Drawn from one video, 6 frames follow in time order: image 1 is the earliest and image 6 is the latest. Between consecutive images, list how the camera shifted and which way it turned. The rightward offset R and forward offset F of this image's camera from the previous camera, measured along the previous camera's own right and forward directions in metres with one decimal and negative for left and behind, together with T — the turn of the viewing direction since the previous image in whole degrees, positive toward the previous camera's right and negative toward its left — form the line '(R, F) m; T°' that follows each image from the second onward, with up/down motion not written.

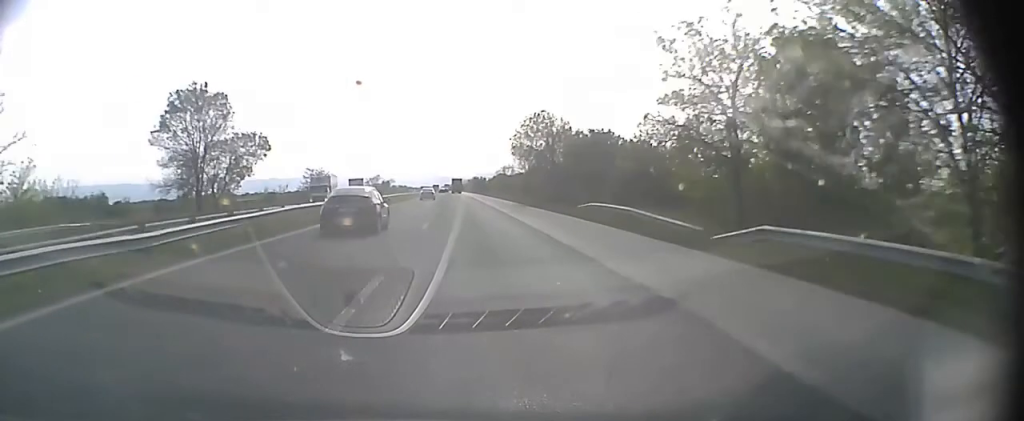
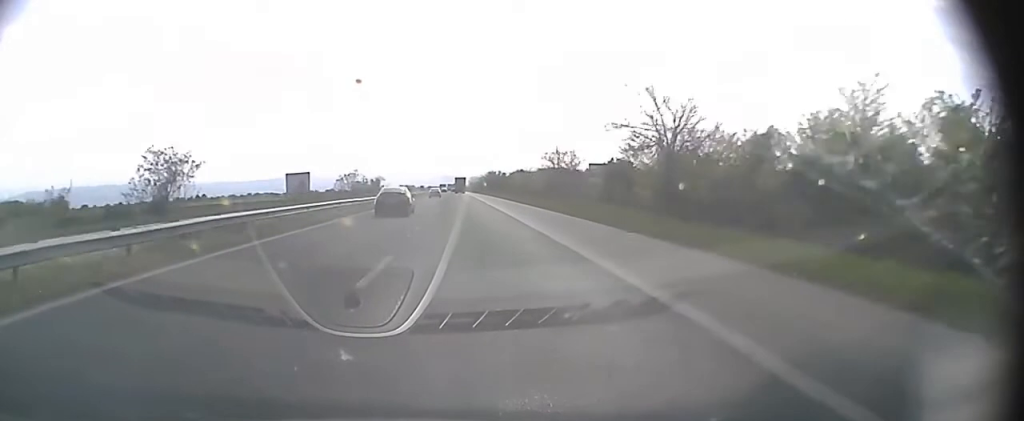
(-0.1, +77.1) m; 0°
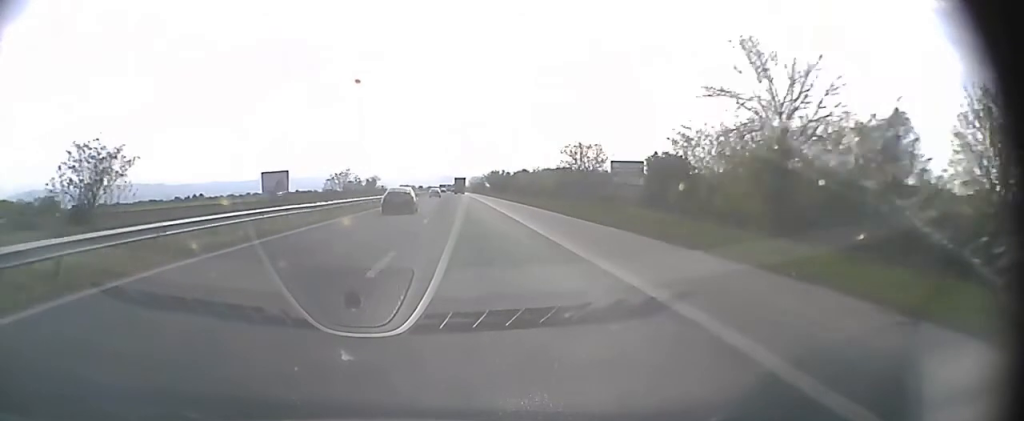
(0.0, +14.7) m; 0°
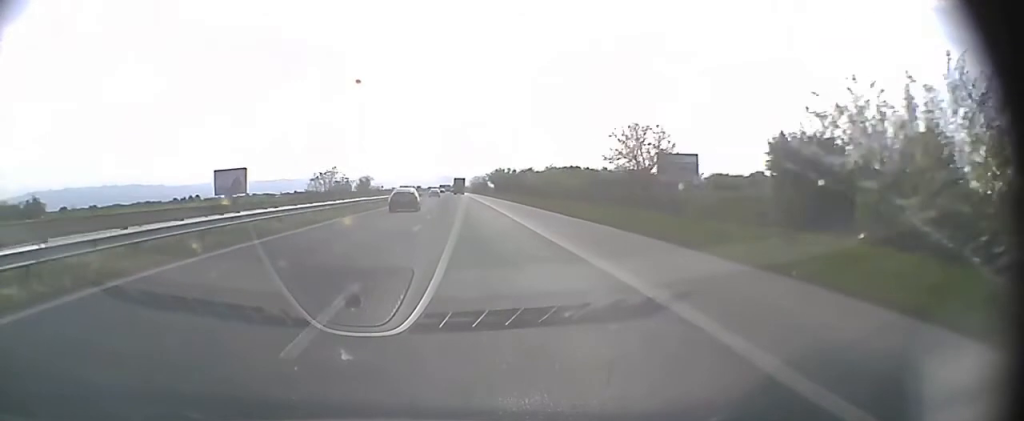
(0.0, +17.7) m; 0°
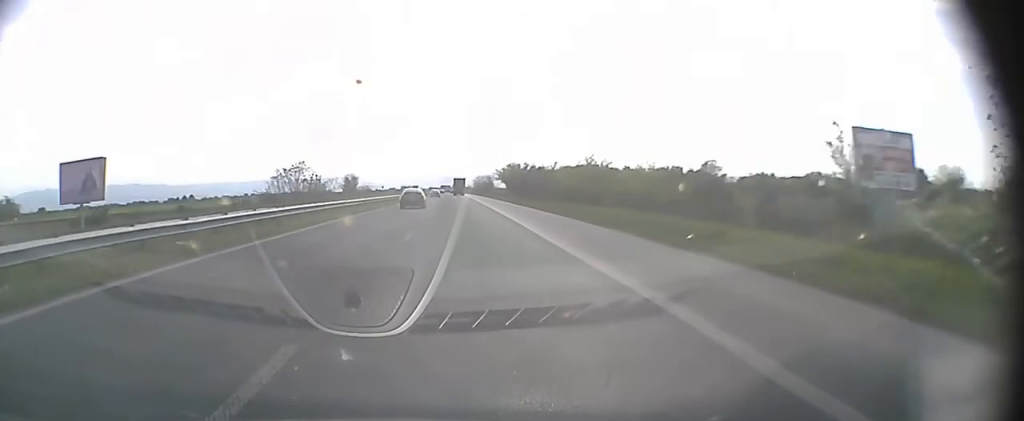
(-0.1, +38.3) m; 0°
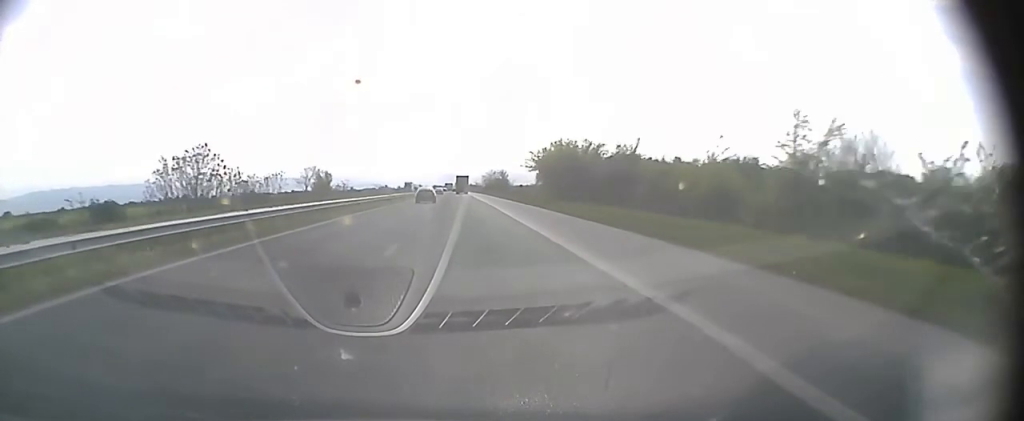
(-0.2, +53.0) m; 0°
